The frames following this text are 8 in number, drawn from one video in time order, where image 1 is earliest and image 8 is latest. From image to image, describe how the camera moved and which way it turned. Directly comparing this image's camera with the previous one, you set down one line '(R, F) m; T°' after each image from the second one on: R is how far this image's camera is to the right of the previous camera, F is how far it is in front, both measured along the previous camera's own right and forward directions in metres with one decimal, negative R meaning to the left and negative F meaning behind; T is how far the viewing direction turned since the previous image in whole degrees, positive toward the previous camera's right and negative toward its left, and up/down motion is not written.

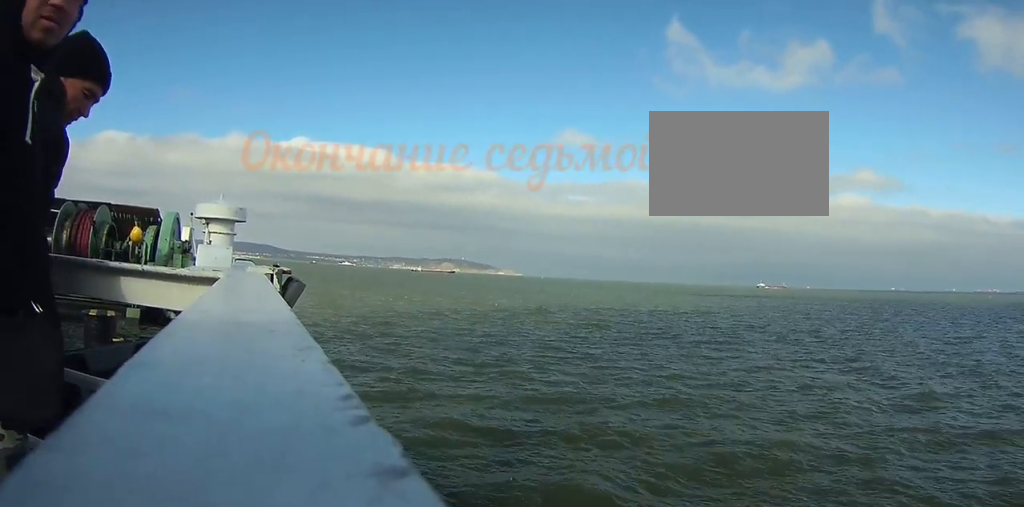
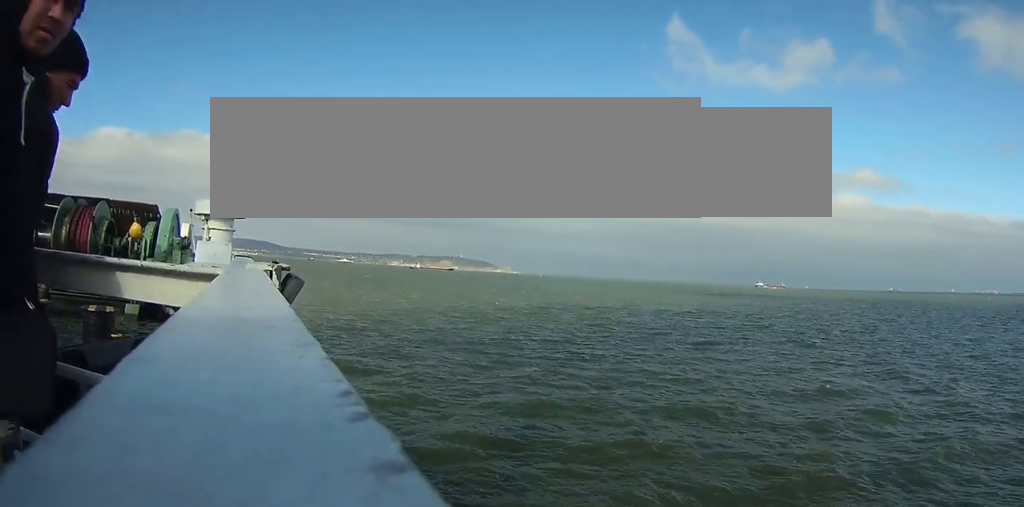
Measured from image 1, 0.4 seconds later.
(0.0, +1.7) m; 0°
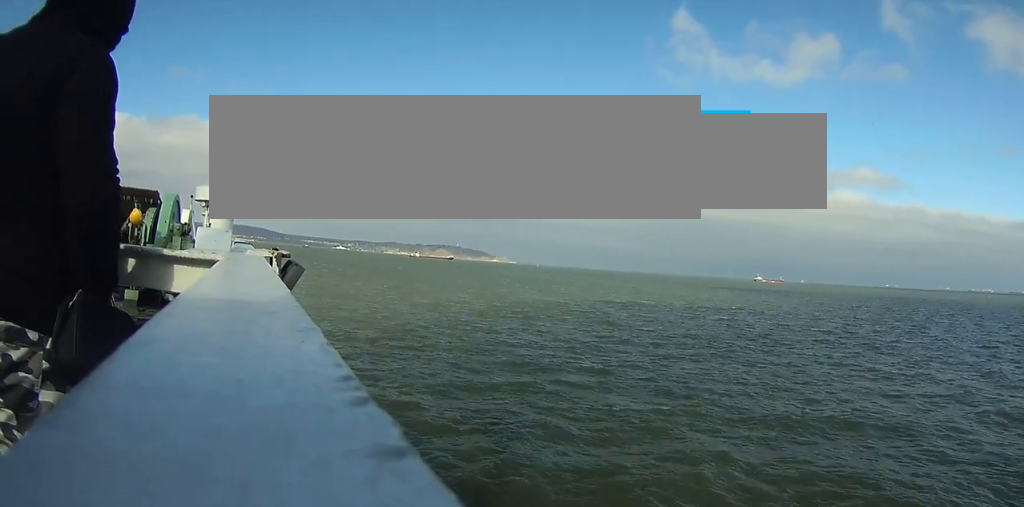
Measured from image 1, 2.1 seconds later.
(+0.2, +7.5) m; +4°
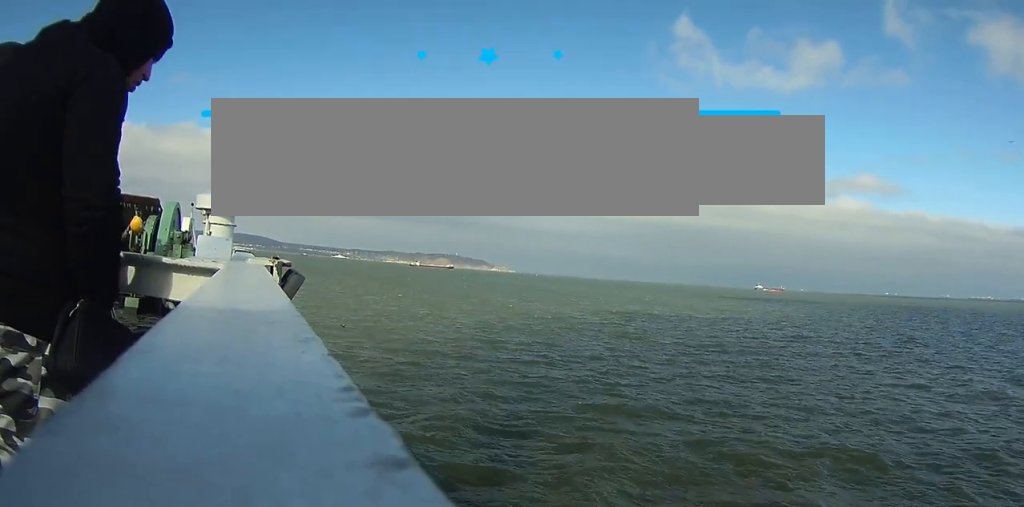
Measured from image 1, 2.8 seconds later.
(0.0, +3.1) m; +1°
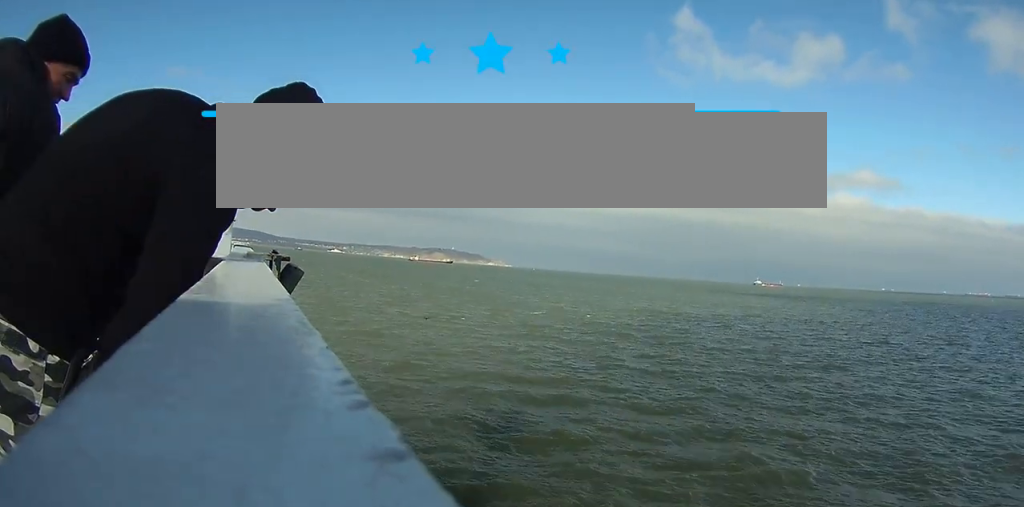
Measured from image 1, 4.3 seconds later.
(0.0, +6.5) m; -1°
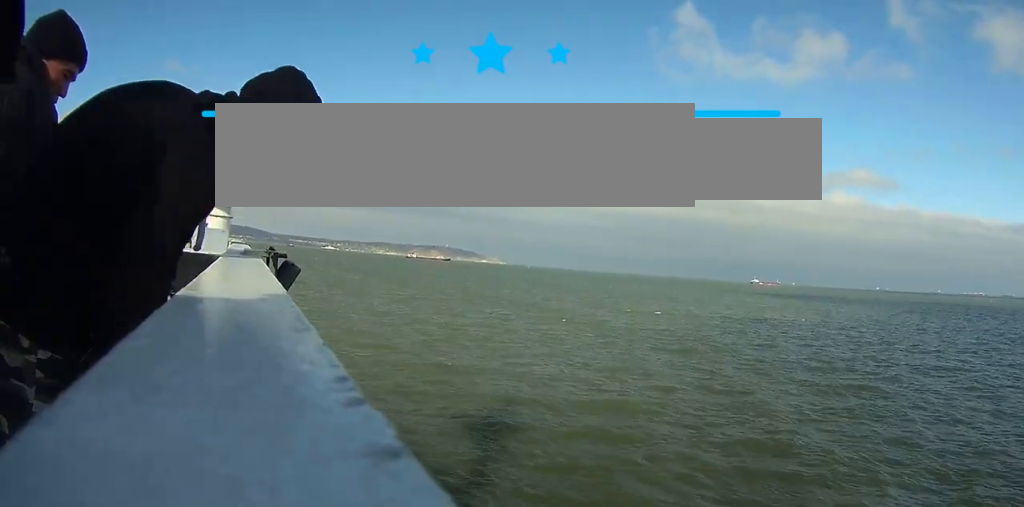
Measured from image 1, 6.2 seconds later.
(-0.2, +8.3) m; -2°
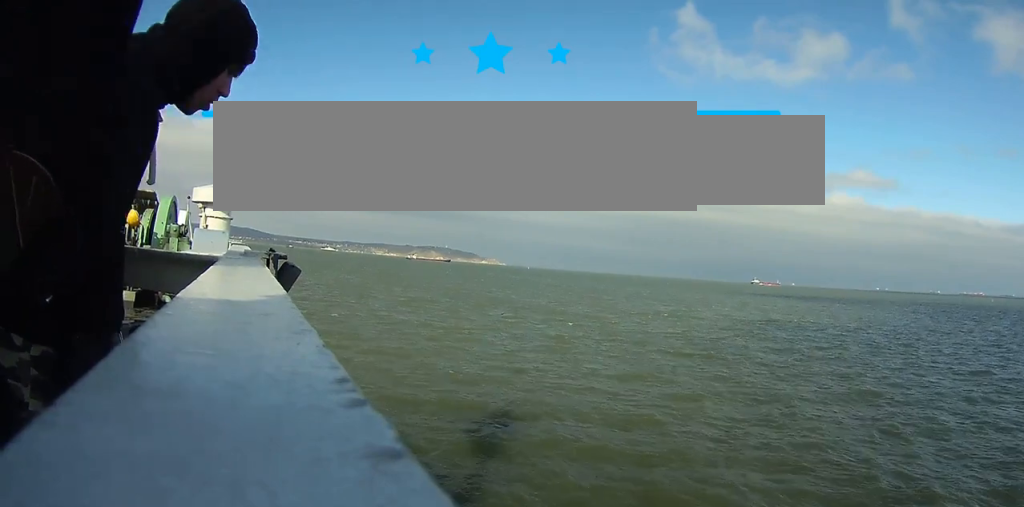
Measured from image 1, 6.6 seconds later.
(0.0, +1.8) m; 0°
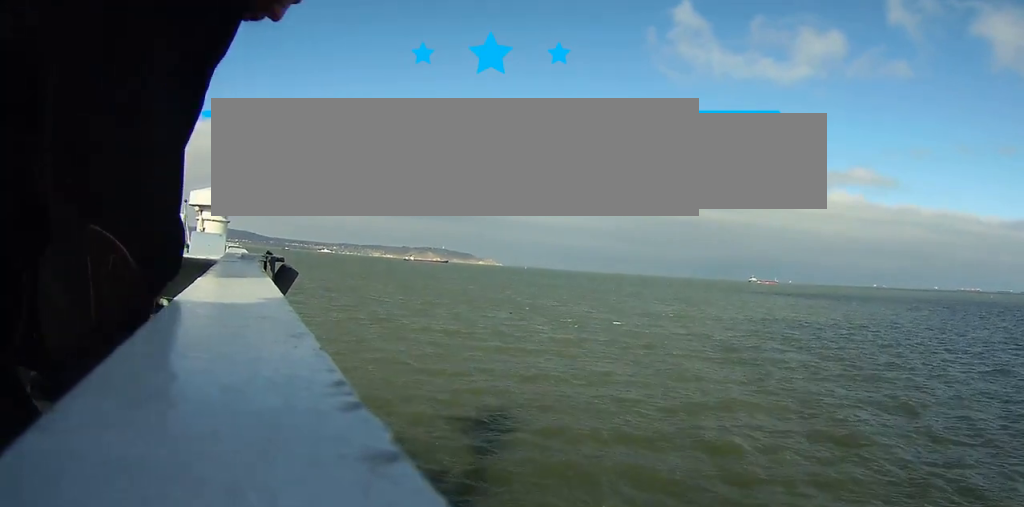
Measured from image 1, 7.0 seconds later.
(0.0, +1.9) m; 0°
